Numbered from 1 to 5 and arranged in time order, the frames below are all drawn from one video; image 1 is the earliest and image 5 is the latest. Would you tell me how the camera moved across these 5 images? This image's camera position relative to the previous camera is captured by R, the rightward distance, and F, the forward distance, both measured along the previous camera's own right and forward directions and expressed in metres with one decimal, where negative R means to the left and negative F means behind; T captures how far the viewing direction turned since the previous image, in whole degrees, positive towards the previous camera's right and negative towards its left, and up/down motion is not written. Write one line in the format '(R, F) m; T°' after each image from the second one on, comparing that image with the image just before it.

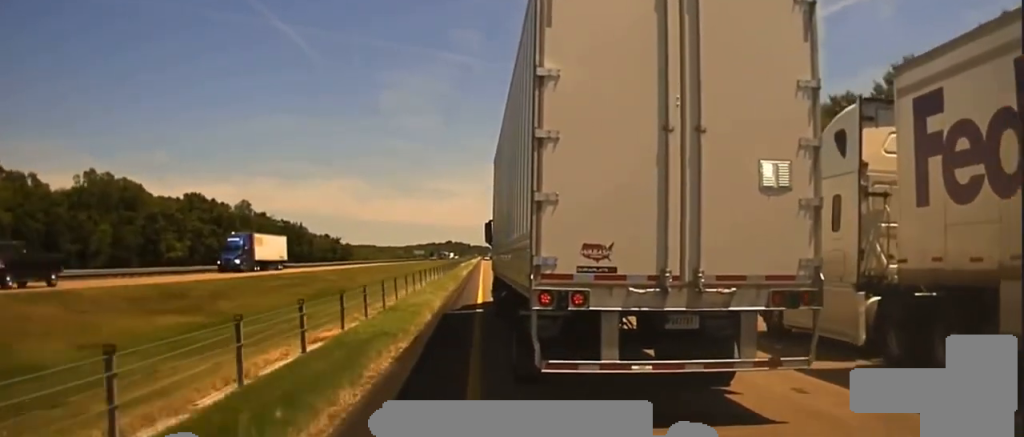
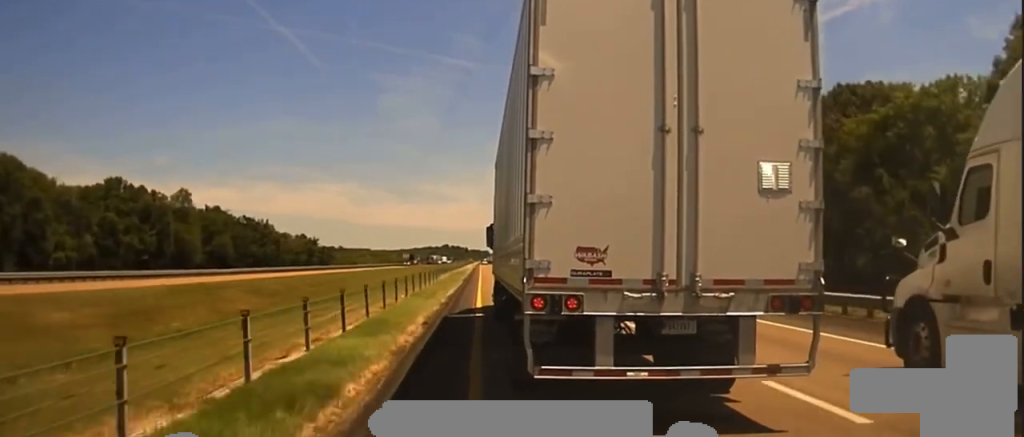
(-0.1, +55.7) m; 0°
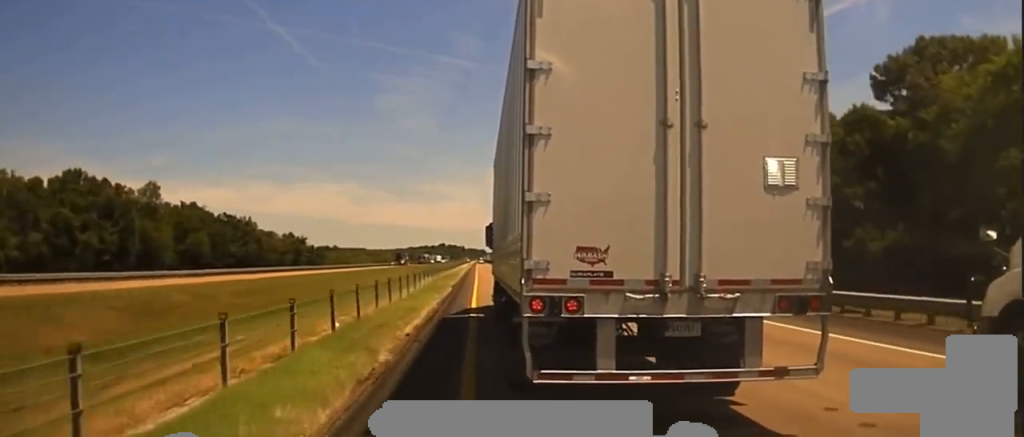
(-0.1, +18.3) m; 0°
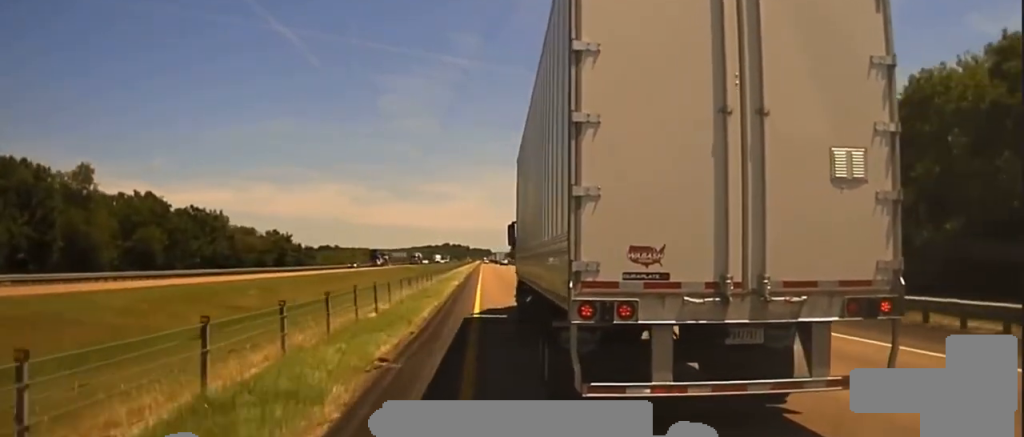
(+0.4, +34.0) m; 0°
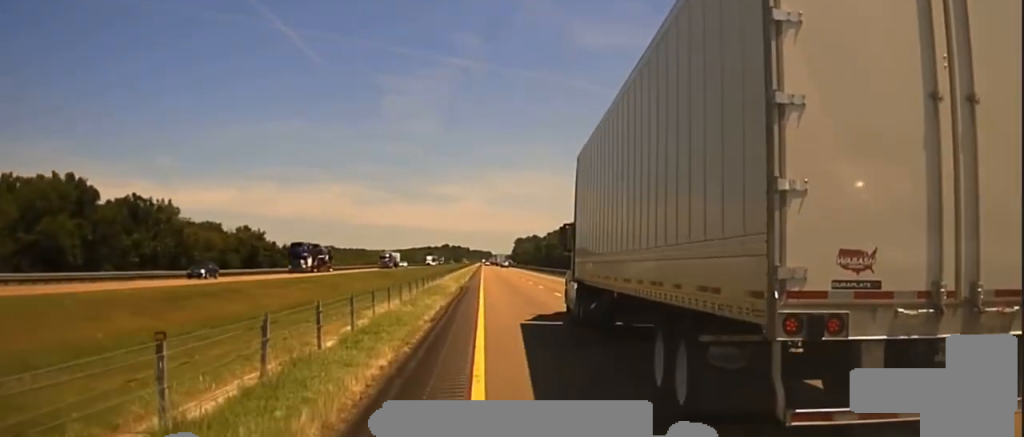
(-0.3, +41.8) m; 0°
